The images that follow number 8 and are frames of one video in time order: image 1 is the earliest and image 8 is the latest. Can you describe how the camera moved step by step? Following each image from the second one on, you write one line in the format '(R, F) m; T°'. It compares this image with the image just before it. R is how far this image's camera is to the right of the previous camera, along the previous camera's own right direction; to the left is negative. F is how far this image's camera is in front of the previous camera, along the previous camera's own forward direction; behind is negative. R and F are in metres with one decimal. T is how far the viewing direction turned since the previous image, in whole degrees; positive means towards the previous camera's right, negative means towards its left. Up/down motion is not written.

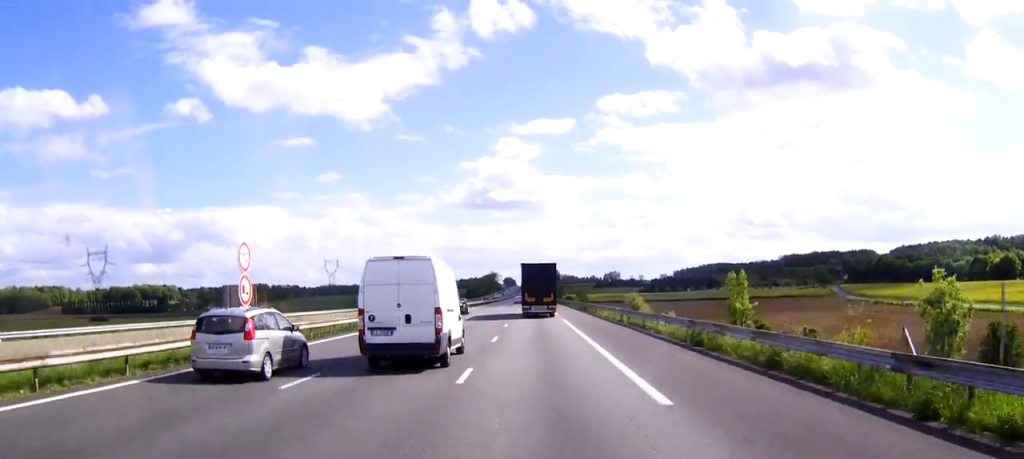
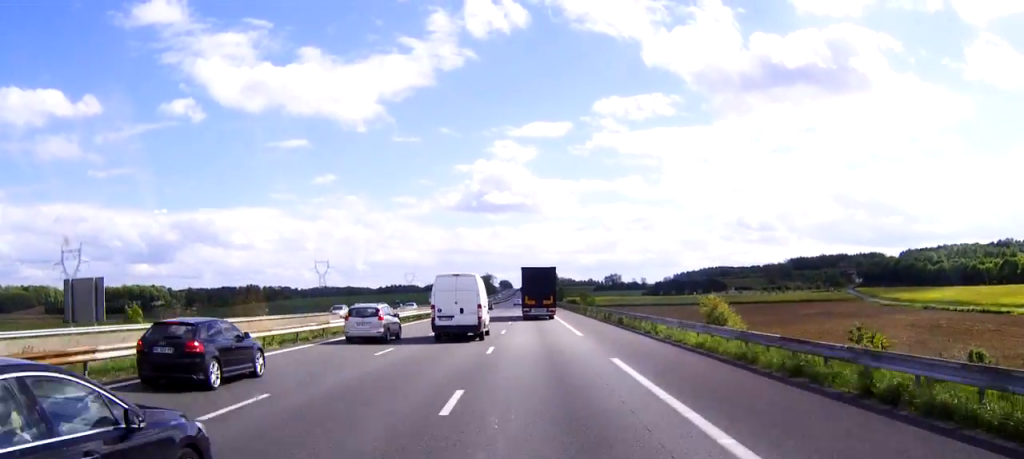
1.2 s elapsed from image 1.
(+0.1, +30.0) m; 0°
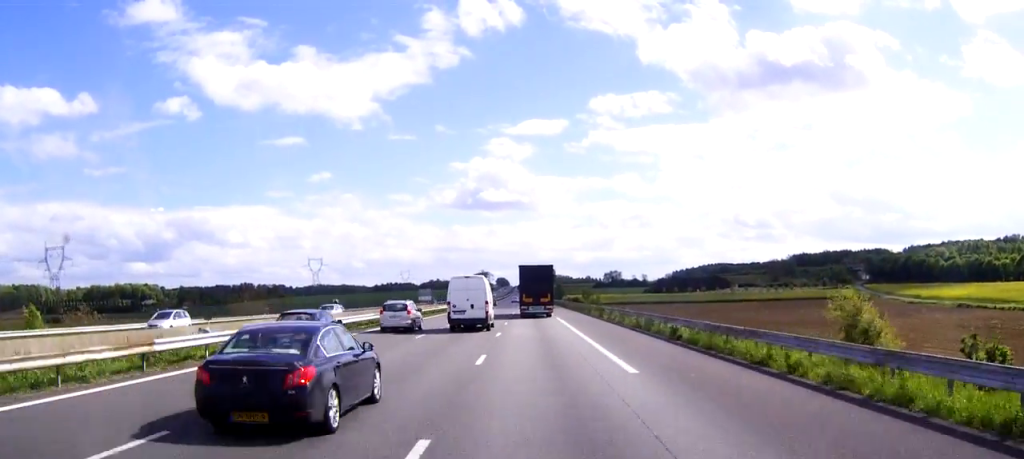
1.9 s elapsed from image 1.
(0.0, +17.1) m; 0°
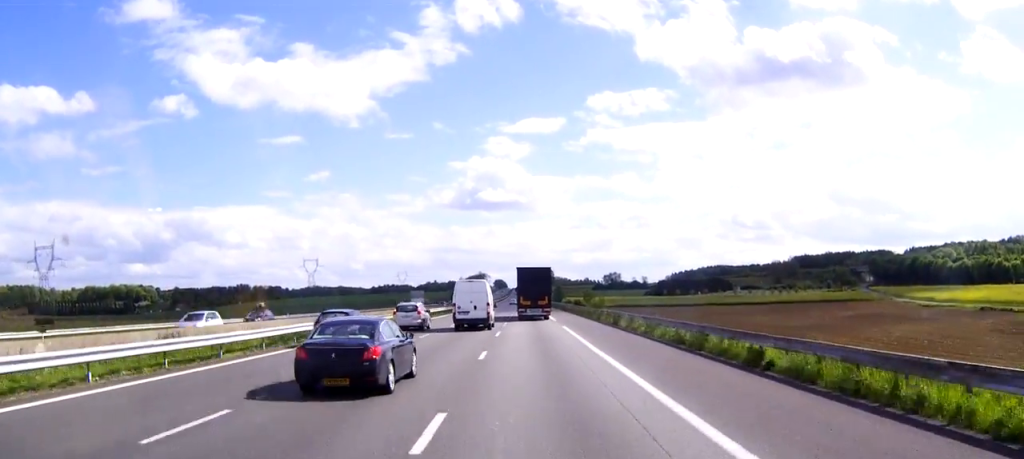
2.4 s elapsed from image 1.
(0.0, +10.6) m; 0°
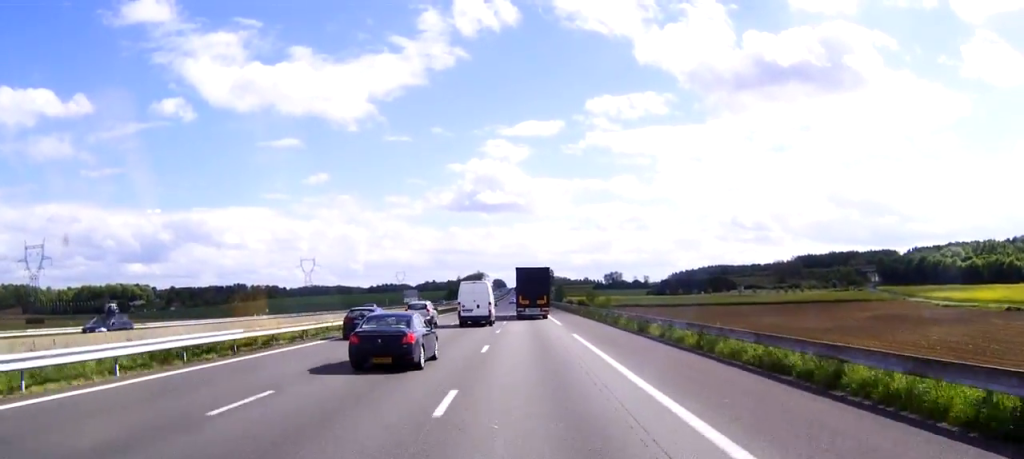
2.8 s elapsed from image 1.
(0.0, +10.6) m; 0°
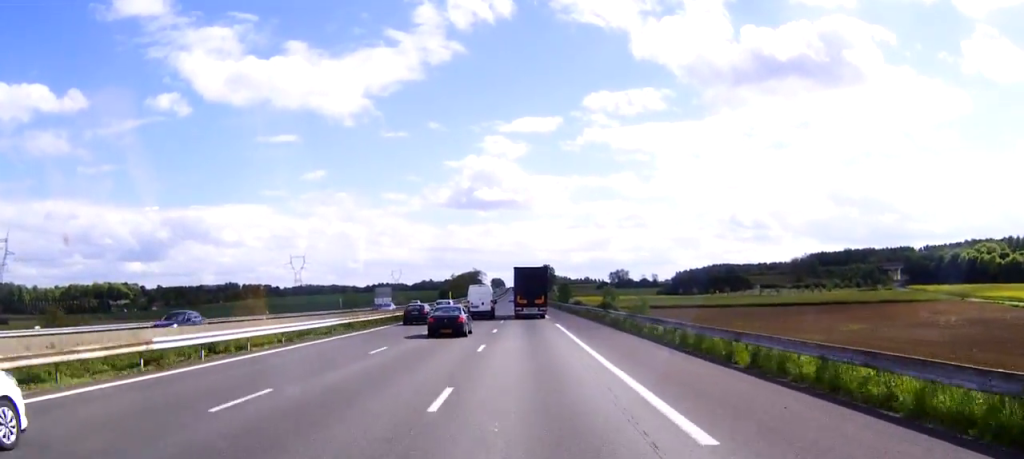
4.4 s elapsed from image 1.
(0.0, +38.6) m; 0°
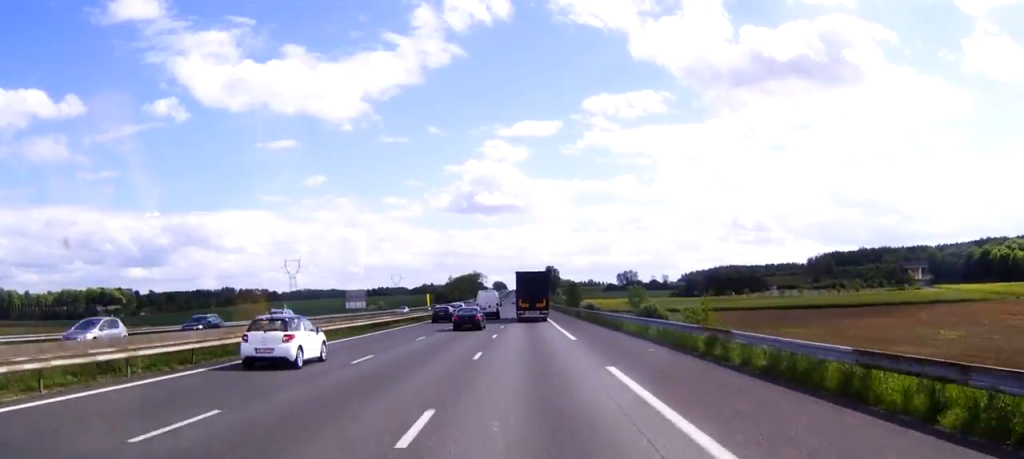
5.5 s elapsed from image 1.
(-0.1, +28.8) m; 0°
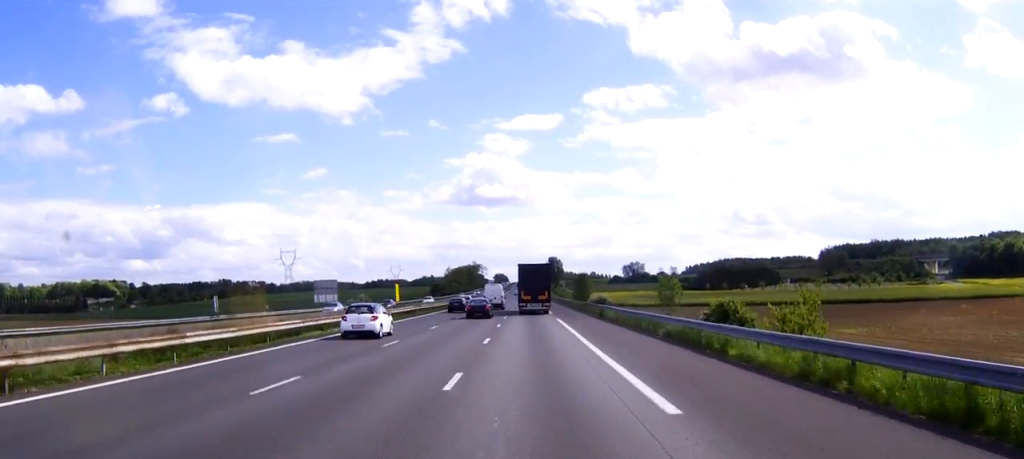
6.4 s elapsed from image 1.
(0.0, +21.4) m; 0°
